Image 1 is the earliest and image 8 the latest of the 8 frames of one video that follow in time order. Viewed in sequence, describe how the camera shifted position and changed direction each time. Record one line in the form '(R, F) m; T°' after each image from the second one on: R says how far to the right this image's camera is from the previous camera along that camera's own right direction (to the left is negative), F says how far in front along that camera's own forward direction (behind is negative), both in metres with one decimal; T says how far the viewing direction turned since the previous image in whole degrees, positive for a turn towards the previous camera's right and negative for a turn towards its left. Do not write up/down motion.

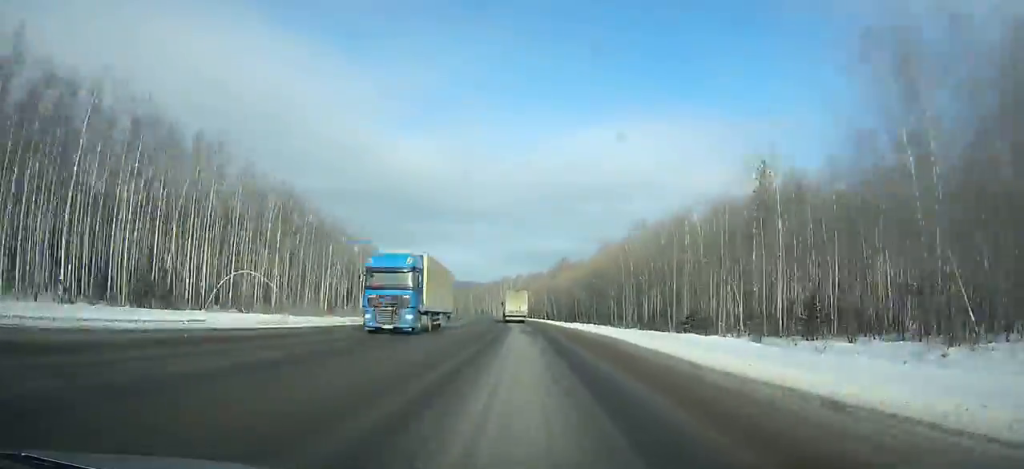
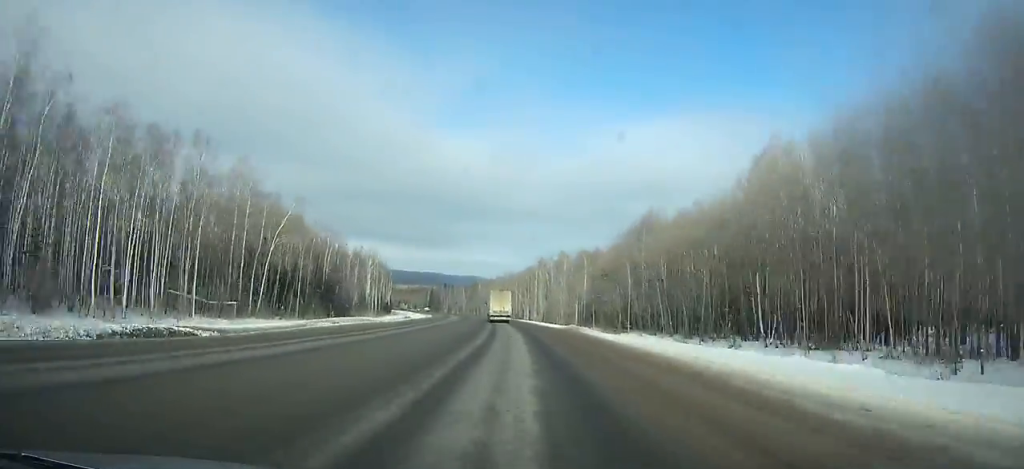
(-2.4, +92.0) m; -4°
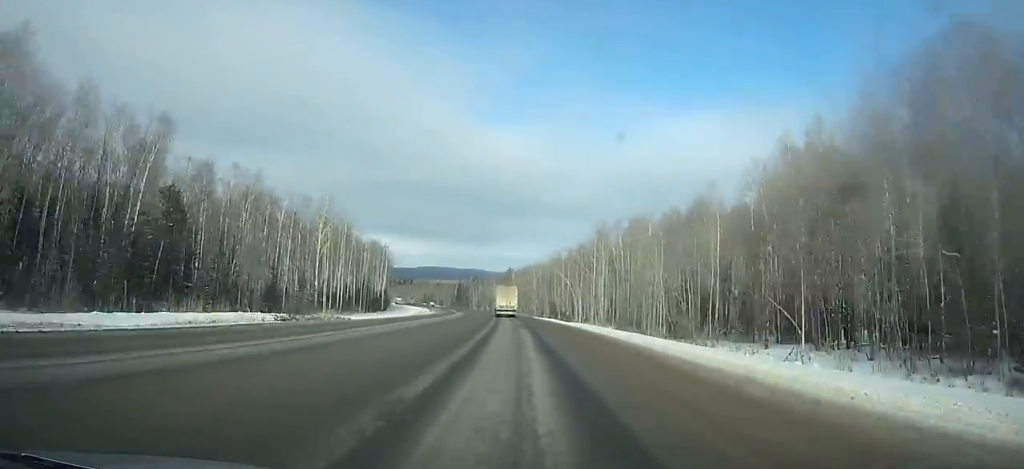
(-2.0, +62.4) m; -3°
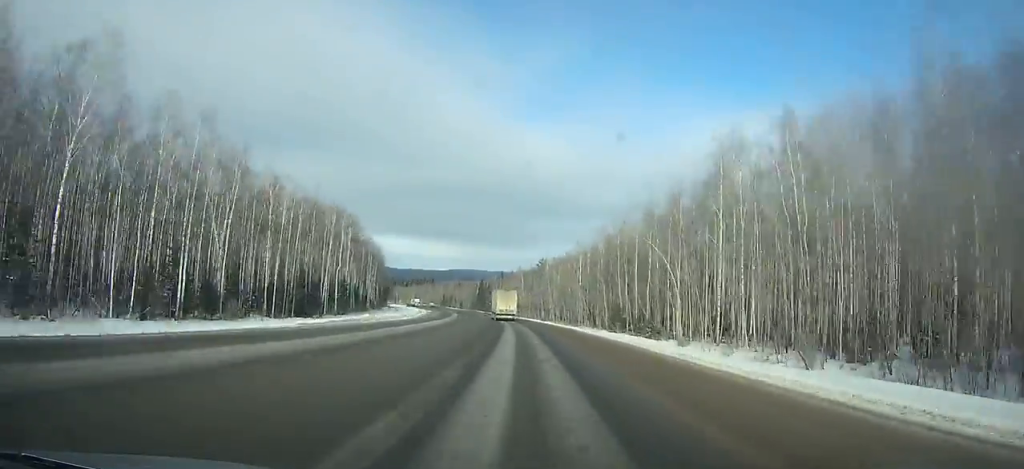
(-1.6, +58.1) m; -3°
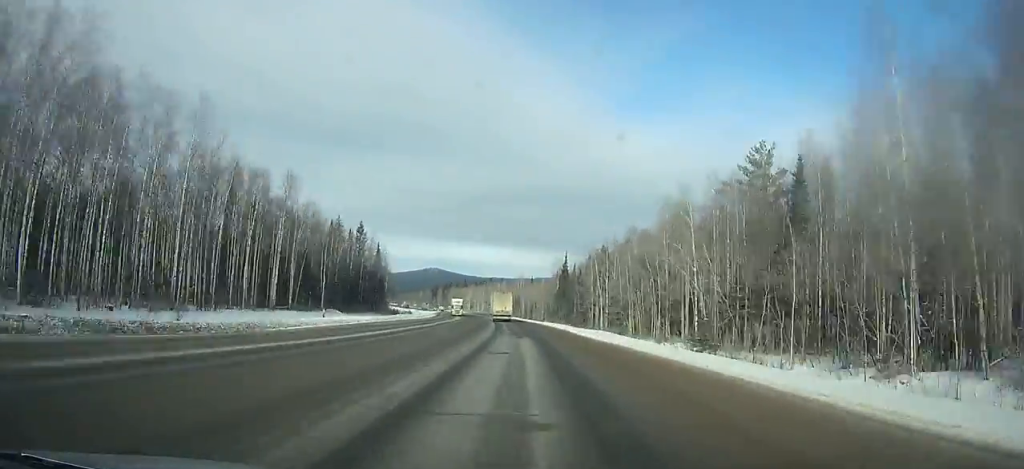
(-9.3, +137.4) m; -8°
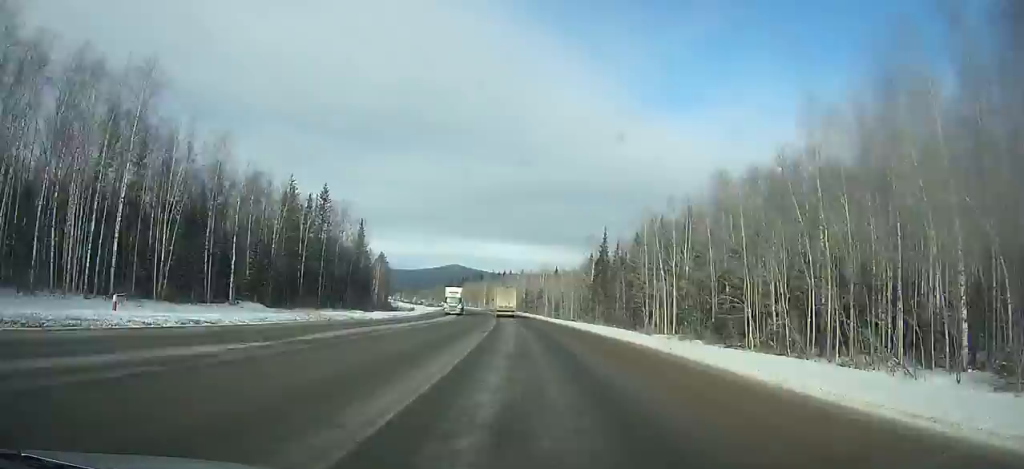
(-1.3, +38.5) m; -2°
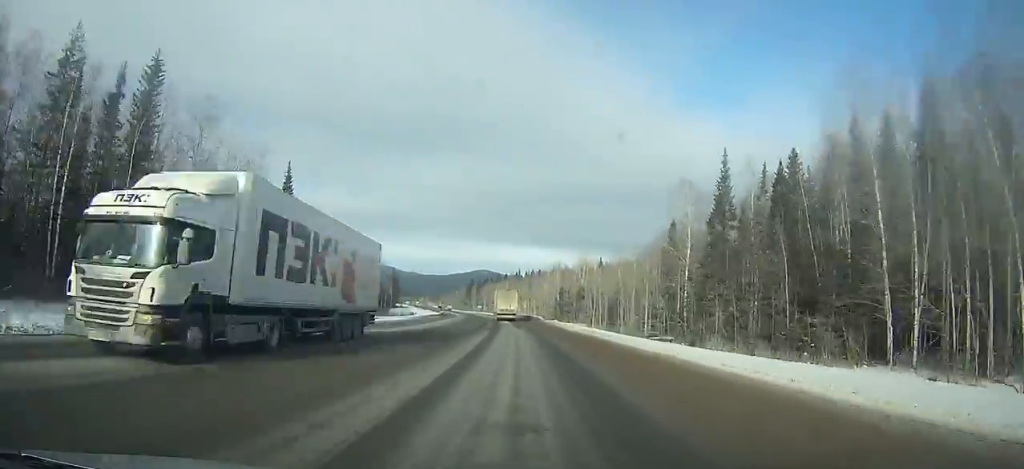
(-0.9, +55.1) m; -3°
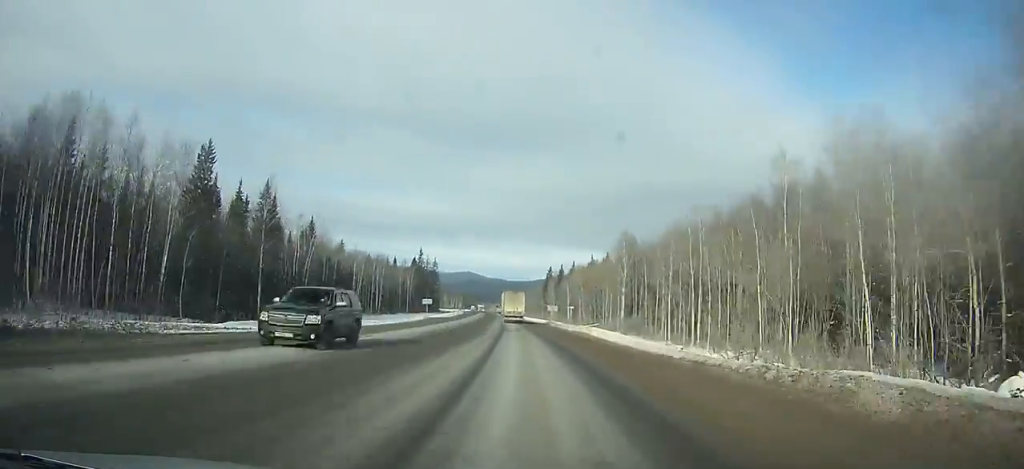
(-9.4, +131.5) m; -7°
